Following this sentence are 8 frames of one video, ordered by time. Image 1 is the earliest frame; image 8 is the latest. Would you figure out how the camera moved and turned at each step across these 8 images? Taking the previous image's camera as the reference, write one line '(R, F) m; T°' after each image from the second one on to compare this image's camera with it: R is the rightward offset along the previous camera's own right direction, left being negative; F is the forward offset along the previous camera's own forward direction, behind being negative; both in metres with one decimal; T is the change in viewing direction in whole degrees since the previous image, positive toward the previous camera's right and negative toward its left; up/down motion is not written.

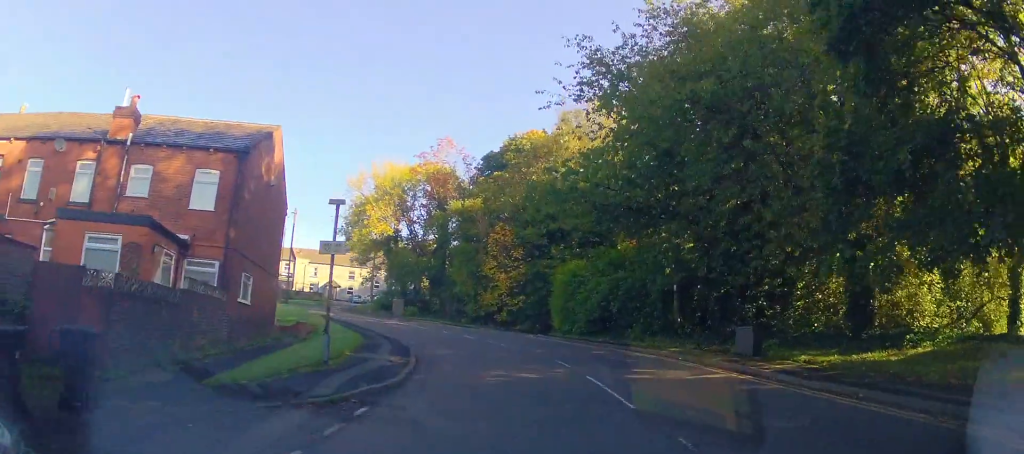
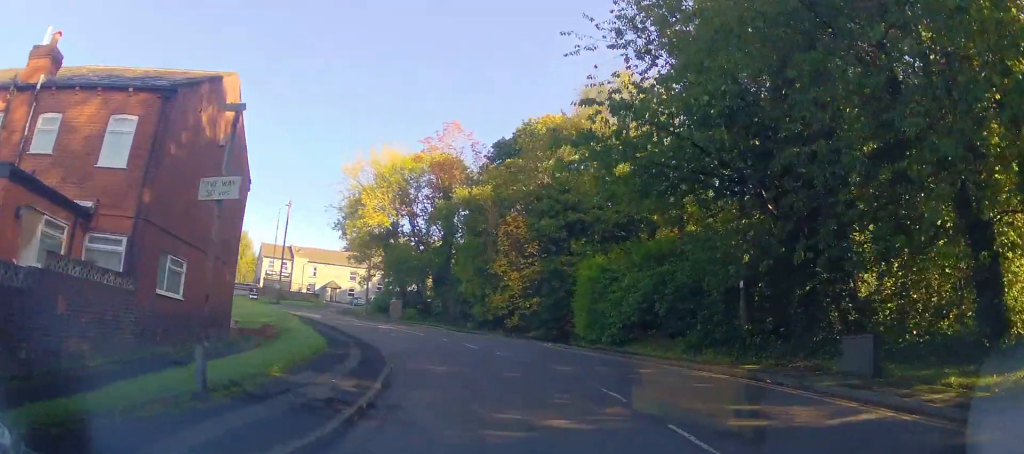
(0.0, +5.8) m; 0°
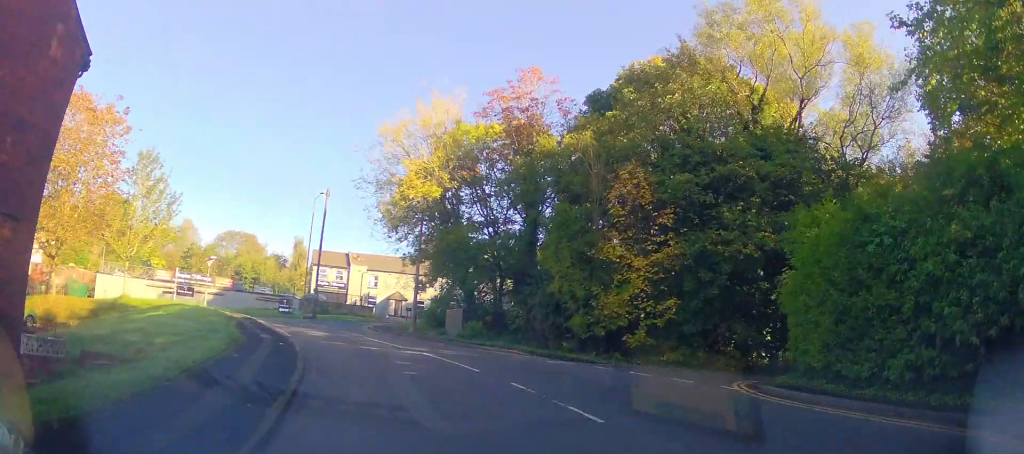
(-0.2, +15.4) m; -9°
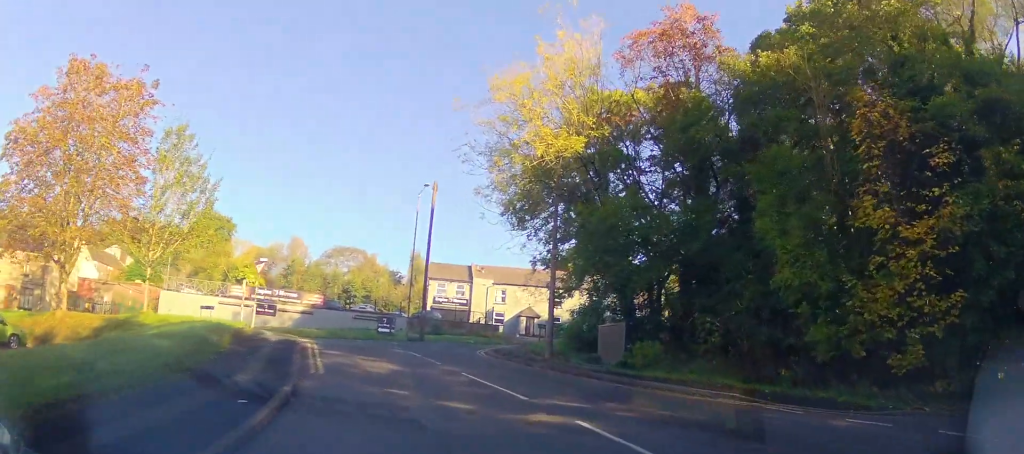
(-2.2, +10.6) m; -19°
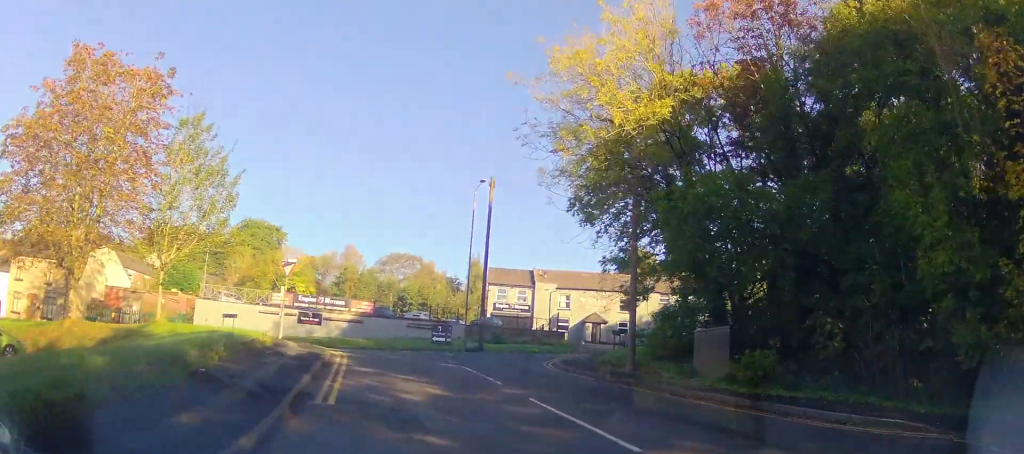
(-0.2, +4.0) m; -6°
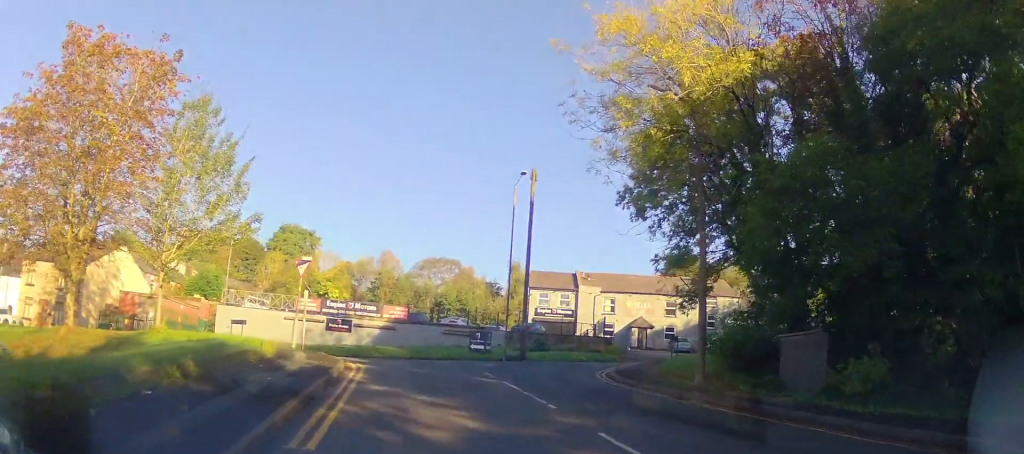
(-0.3, +3.0) m; -3°
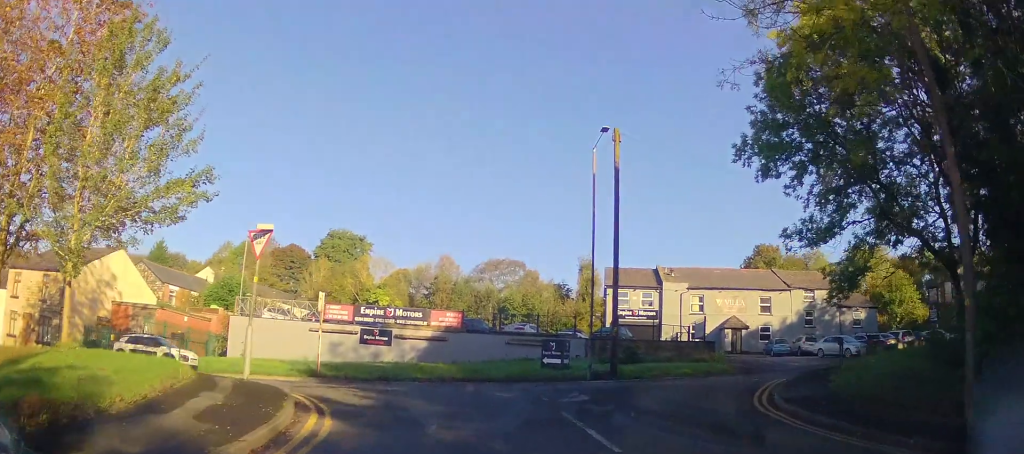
(-0.6, +8.7) m; -8°
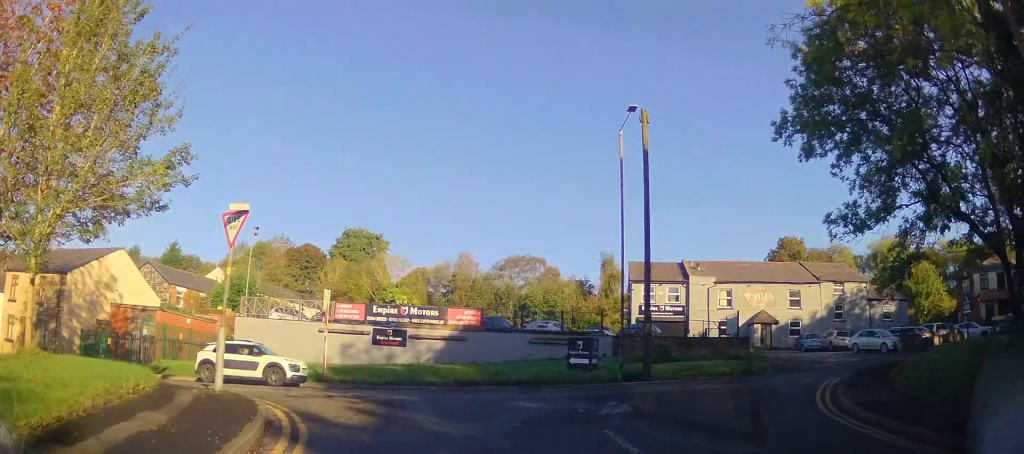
(-0.1, +2.3) m; -2°
